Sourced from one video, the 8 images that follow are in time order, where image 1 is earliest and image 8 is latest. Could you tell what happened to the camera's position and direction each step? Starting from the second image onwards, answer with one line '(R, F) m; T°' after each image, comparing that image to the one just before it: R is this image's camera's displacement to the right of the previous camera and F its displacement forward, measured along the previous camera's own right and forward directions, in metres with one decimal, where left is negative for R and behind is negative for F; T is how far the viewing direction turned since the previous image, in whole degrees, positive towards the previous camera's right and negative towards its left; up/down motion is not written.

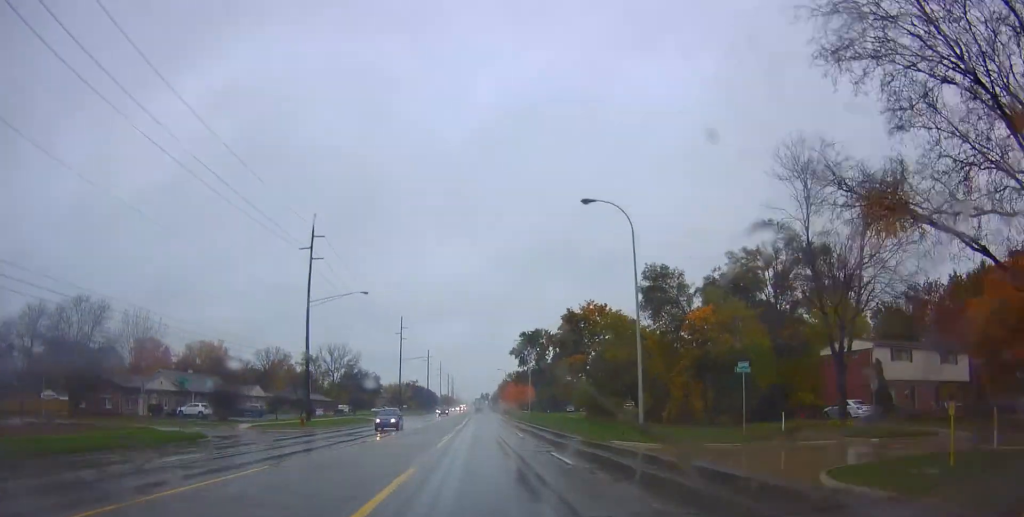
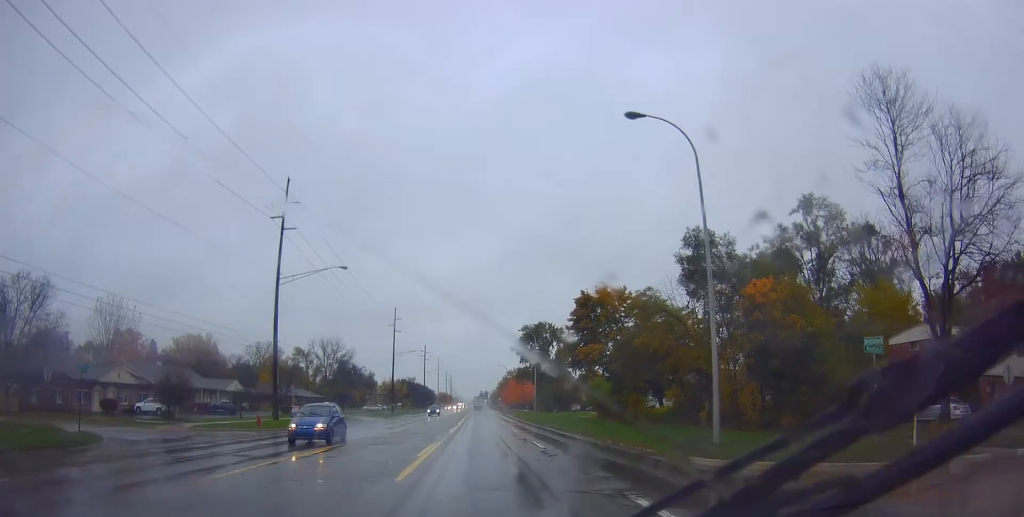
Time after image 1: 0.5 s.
(0.0, +9.7) m; +1°
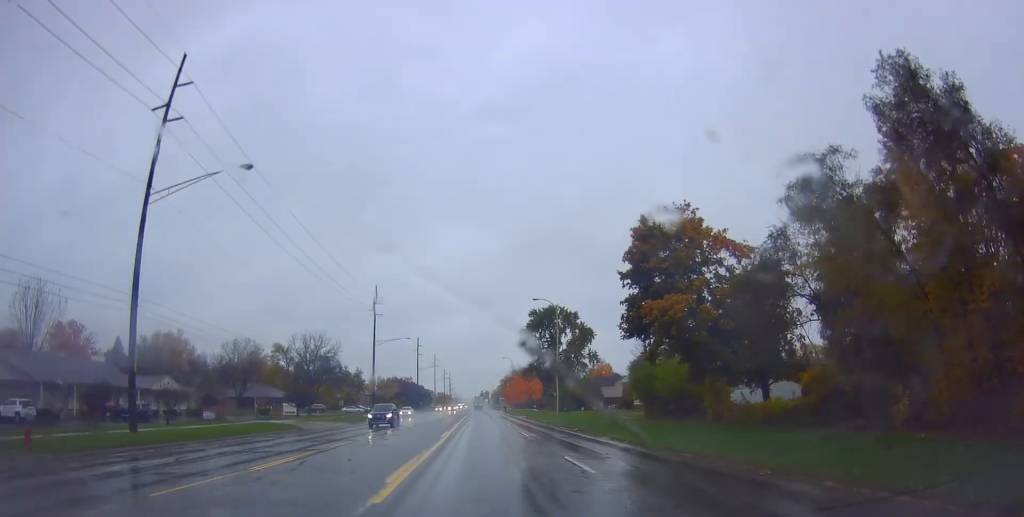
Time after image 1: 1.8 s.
(+0.5, +23.3) m; +1°
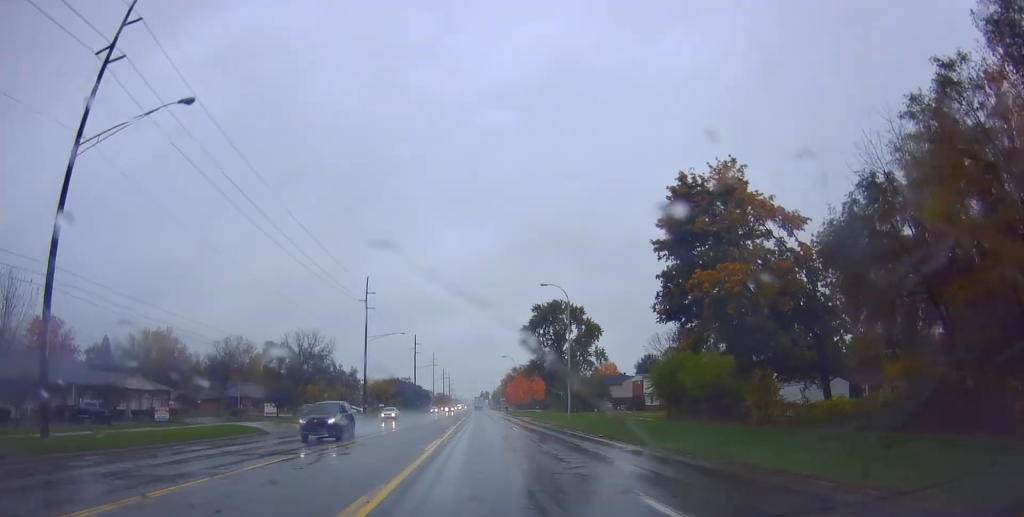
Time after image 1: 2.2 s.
(+0.1, +7.7) m; -1°
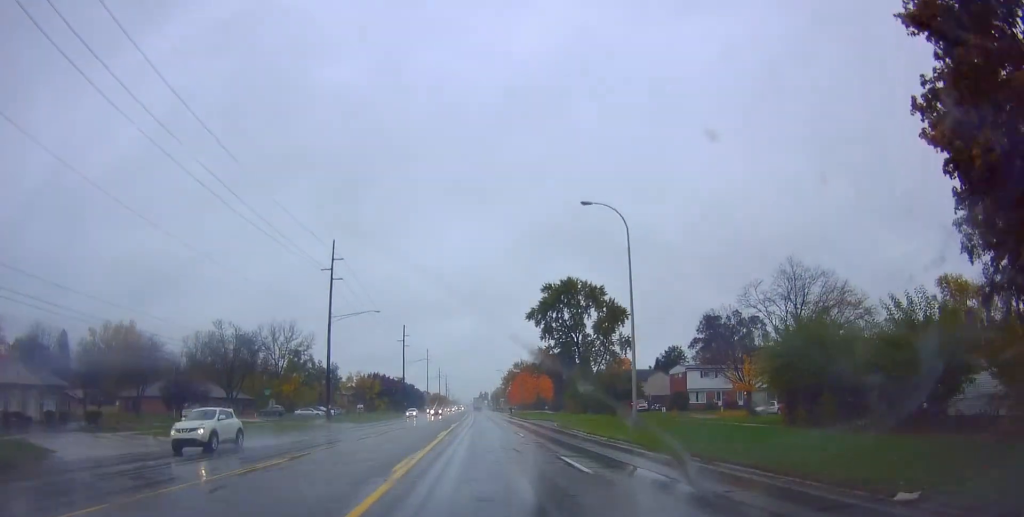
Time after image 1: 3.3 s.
(-0.7, +22.6) m; -3°
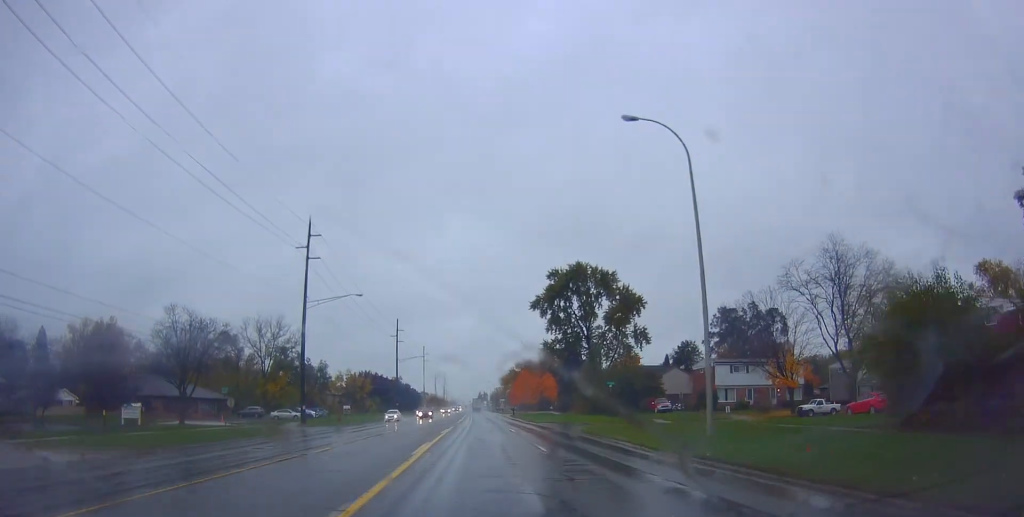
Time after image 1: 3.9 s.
(-0.1, +10.5) m; 0°
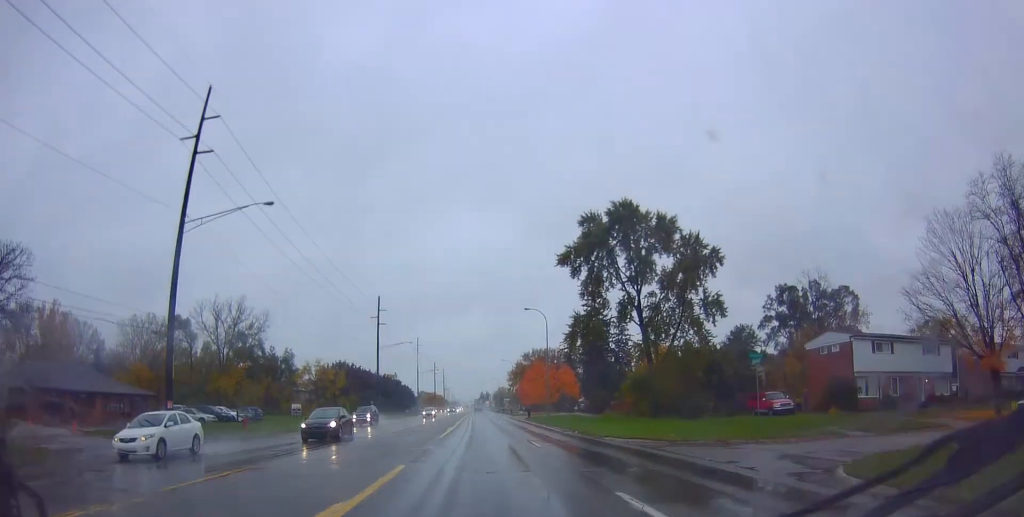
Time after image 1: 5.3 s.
(+0.9, +29.0) m; +4°
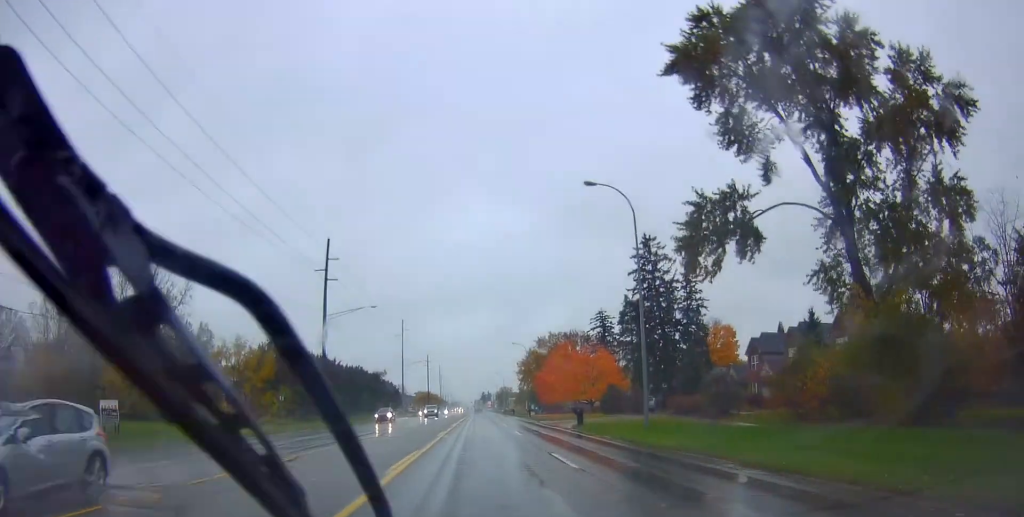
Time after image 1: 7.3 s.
(-0.3, +39.2) m; -3°
